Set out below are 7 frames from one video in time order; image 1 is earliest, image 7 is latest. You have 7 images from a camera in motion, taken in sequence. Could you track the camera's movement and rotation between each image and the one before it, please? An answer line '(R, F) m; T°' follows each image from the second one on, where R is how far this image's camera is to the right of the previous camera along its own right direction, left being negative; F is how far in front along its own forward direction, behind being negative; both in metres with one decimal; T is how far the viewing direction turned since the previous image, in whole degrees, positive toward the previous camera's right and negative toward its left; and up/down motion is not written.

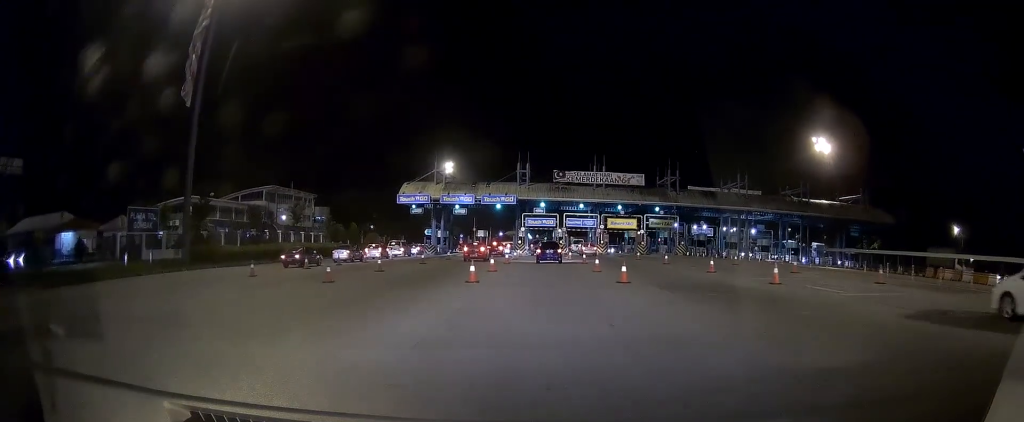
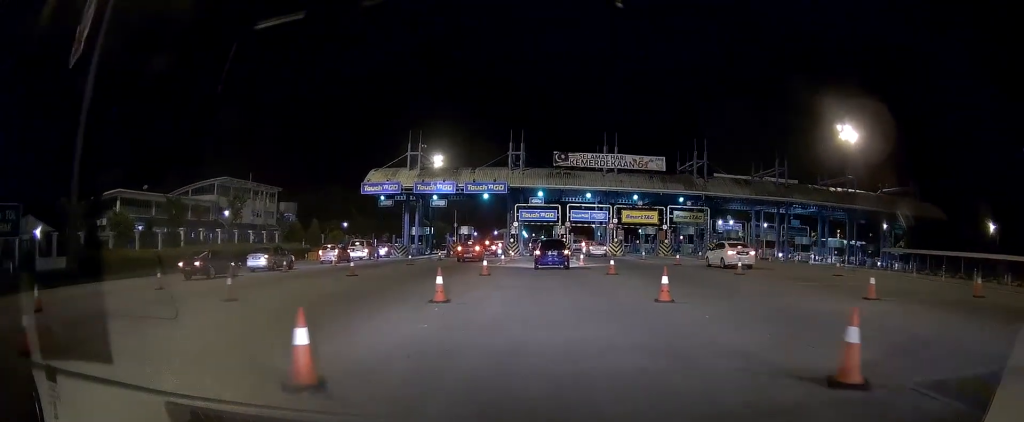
(+0.5, +14.3) m; +5°
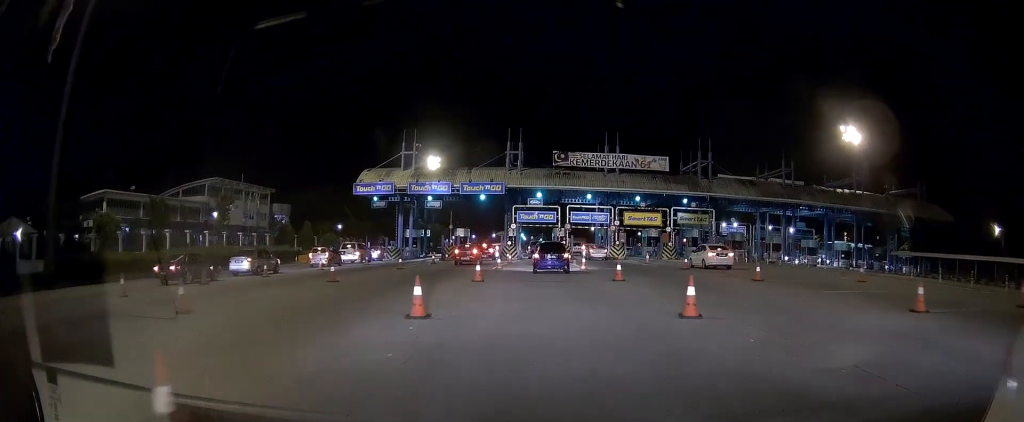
(0.0, +2.2) m; 0°
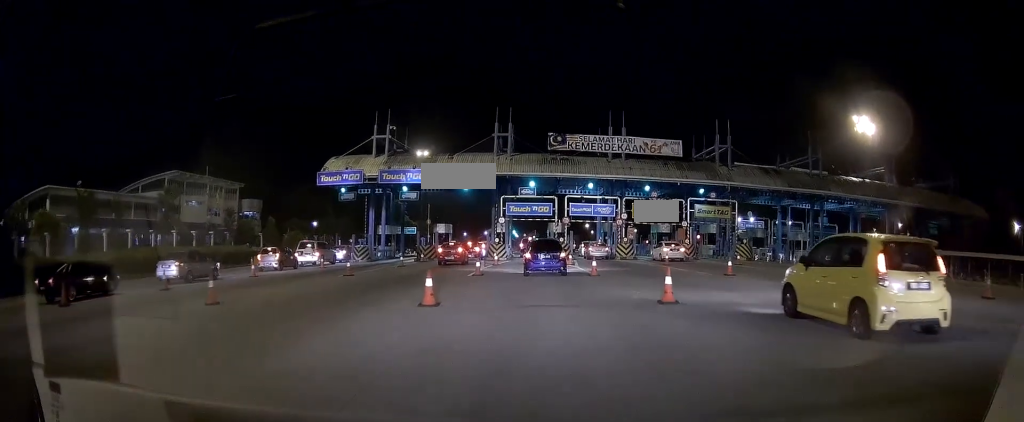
(-0.1, +8.2) m; -2°
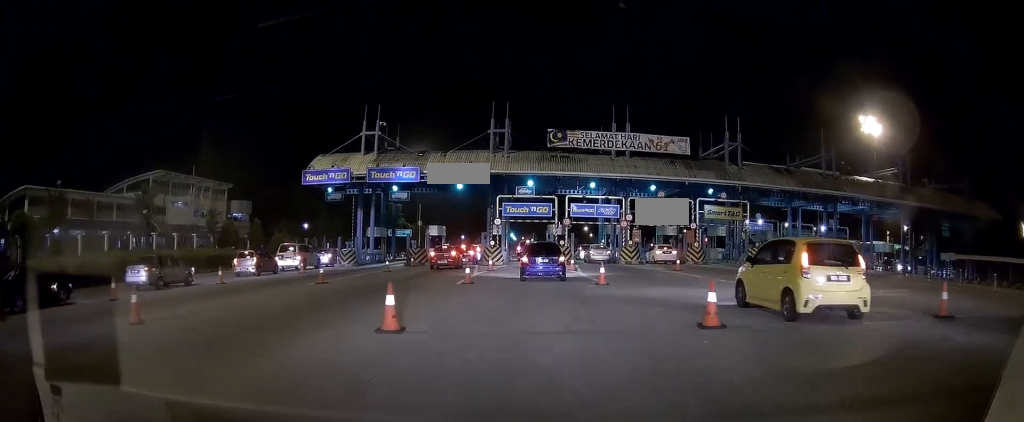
(0.0, +3.0) m; 0°
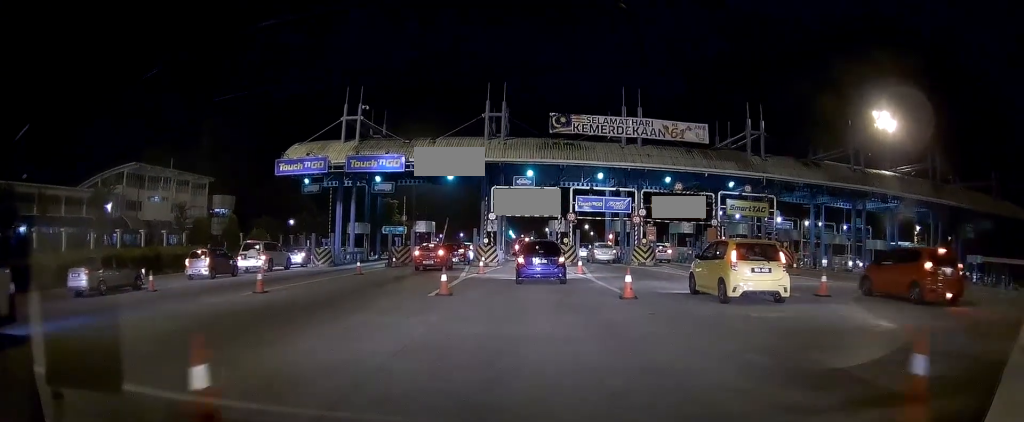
(+0.1, +5.4) m; +2°
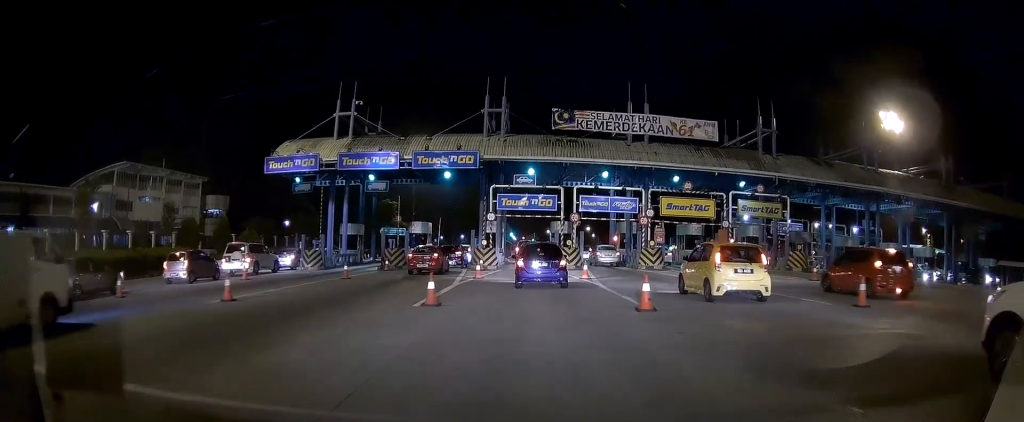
(0.0, +2.1) m; 0°
